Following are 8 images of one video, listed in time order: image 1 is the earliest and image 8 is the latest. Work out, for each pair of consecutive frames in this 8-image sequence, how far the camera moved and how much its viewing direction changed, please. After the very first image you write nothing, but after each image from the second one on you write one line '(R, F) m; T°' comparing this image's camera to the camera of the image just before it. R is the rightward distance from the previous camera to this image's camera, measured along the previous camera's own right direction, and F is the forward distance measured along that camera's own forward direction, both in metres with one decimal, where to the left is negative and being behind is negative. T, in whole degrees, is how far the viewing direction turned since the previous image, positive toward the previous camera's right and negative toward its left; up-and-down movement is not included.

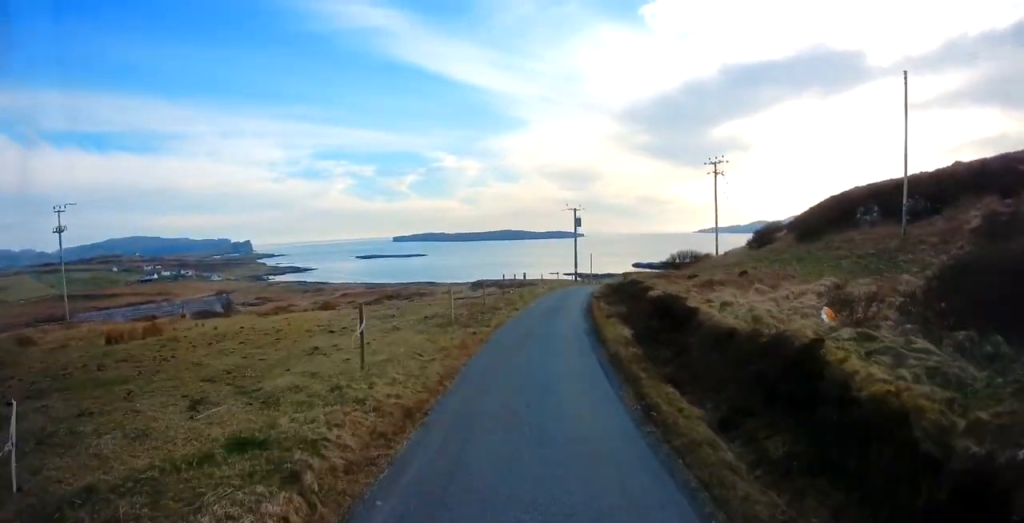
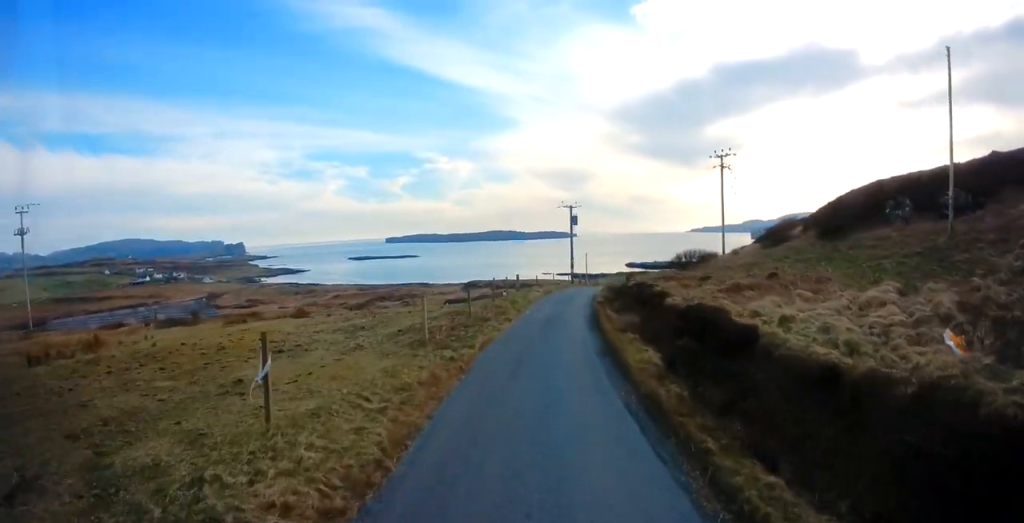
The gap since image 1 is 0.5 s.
(0.0, +4.0) m; 0°
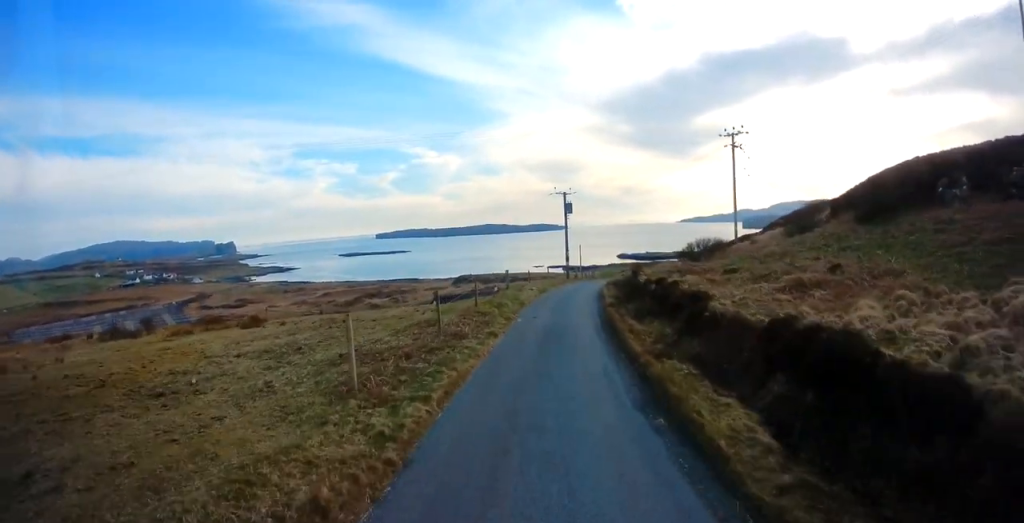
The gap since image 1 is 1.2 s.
(-0.1, +4.8) m; 0°
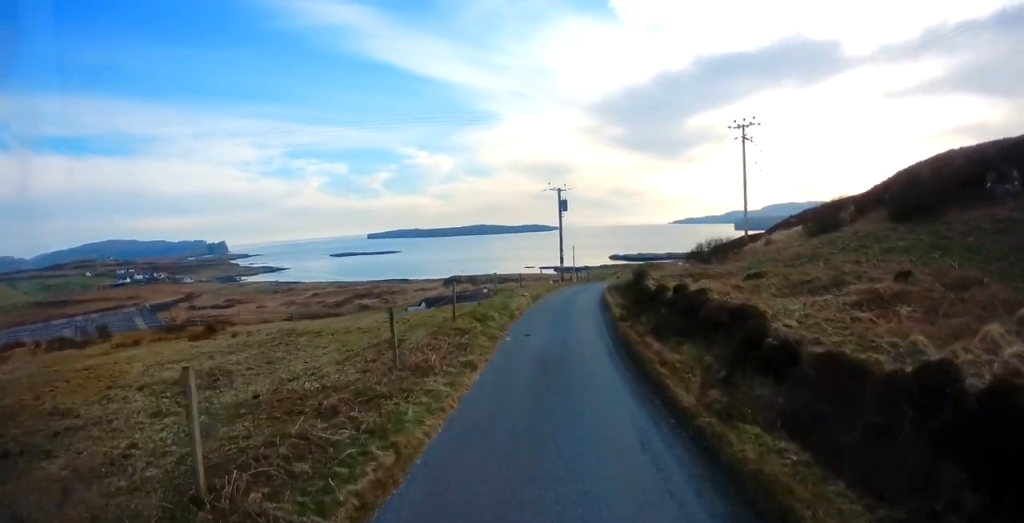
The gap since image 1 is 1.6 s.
(+0.1, +3.8) m; +2°
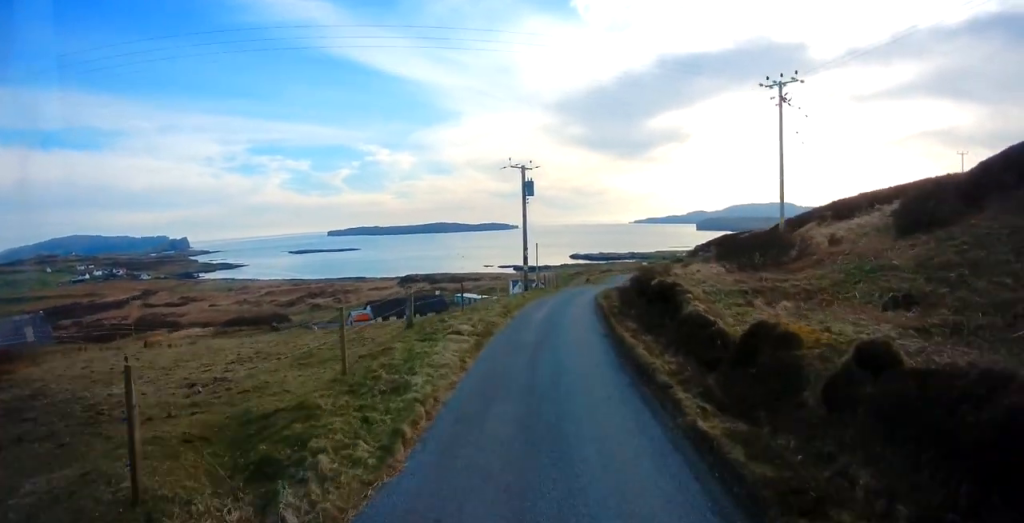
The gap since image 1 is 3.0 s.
(+0.5, +11.4) m; +6°
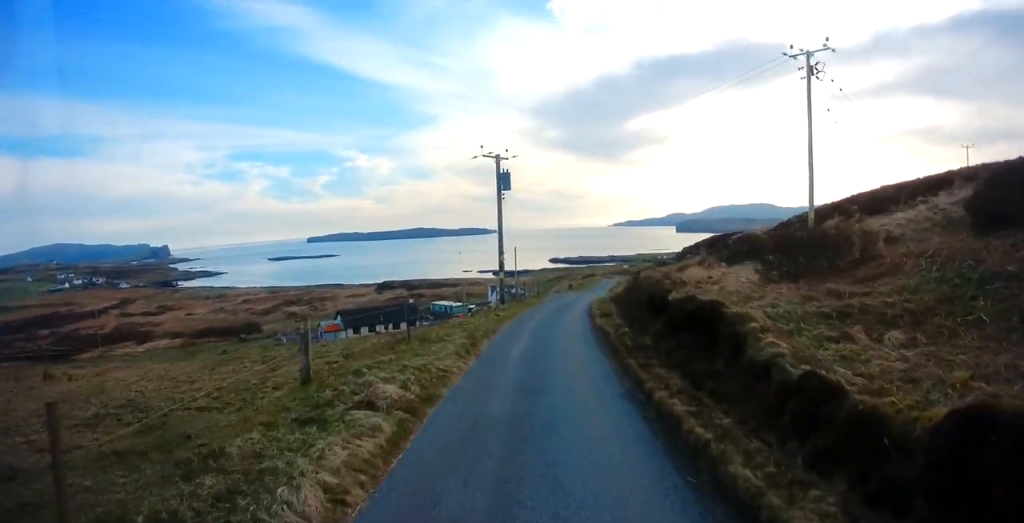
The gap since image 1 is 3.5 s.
(+0.1, +5.4) m; +2°
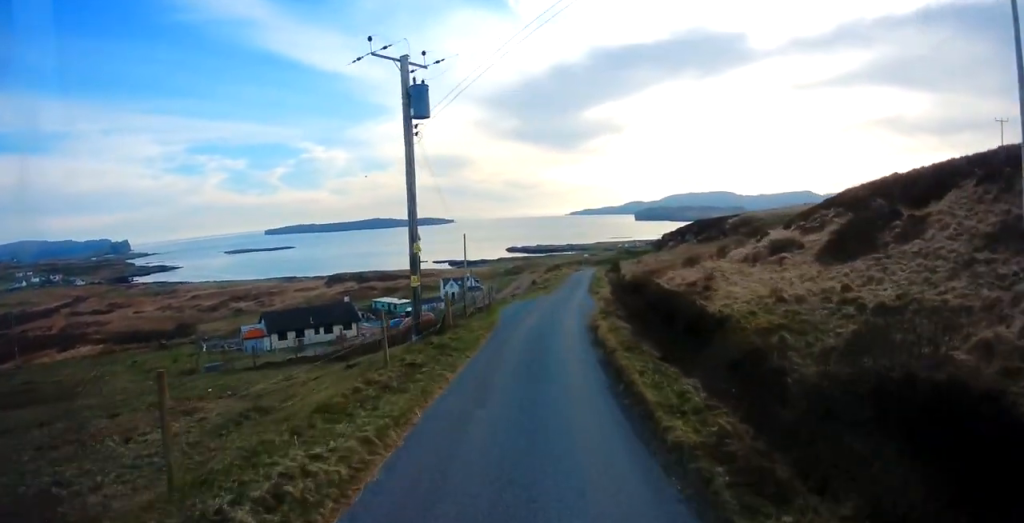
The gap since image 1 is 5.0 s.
(+0.5, +14.9) m; +3°
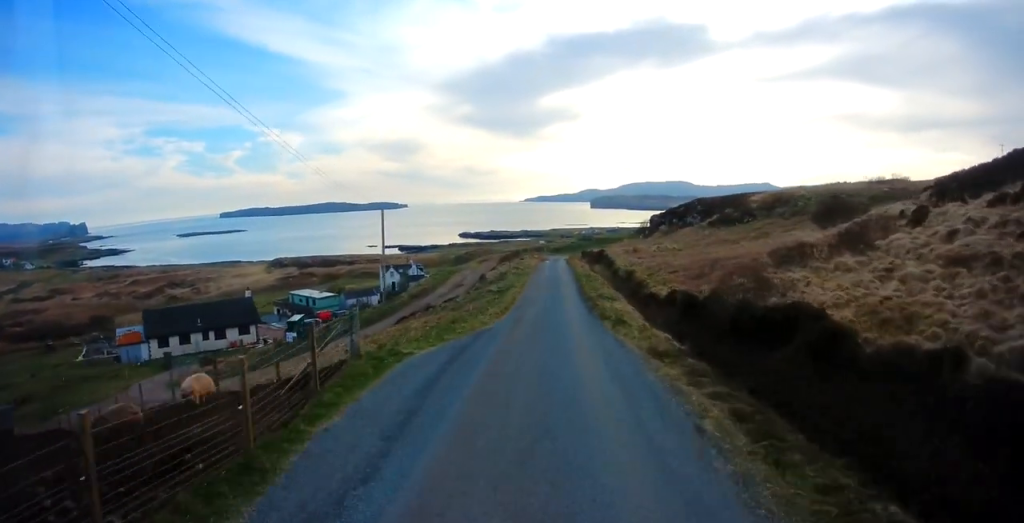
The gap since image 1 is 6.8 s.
(+1.0, +19.5) m; +6°
